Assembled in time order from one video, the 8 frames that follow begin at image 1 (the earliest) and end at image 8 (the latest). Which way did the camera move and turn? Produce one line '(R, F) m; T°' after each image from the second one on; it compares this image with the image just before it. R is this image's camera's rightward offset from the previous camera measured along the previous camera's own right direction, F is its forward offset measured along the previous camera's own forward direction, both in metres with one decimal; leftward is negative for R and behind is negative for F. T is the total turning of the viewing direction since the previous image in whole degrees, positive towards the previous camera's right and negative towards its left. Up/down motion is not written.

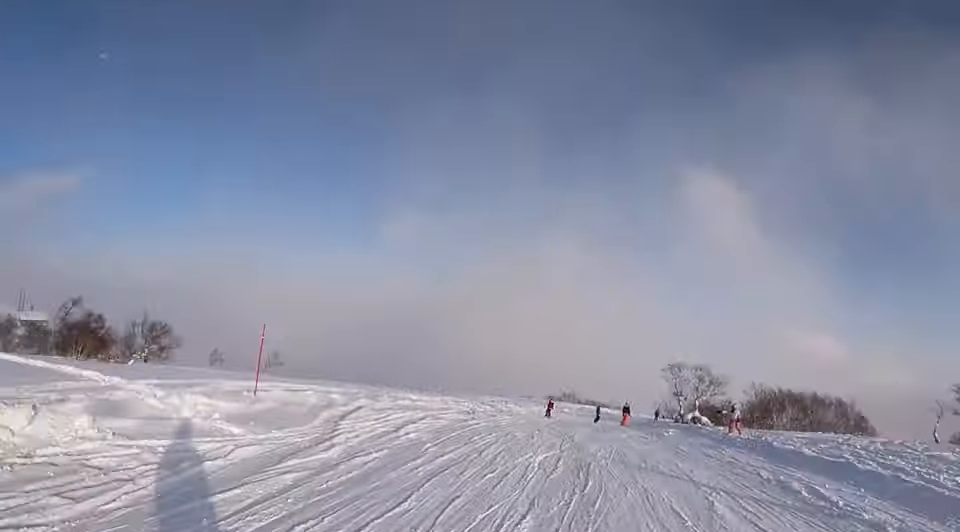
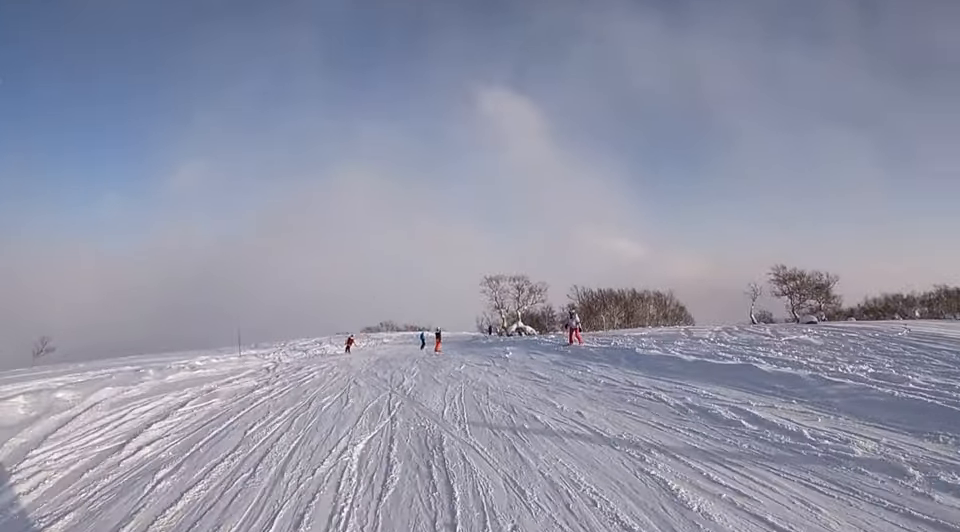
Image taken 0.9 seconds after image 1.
(0.0, +3.9) m; 0°
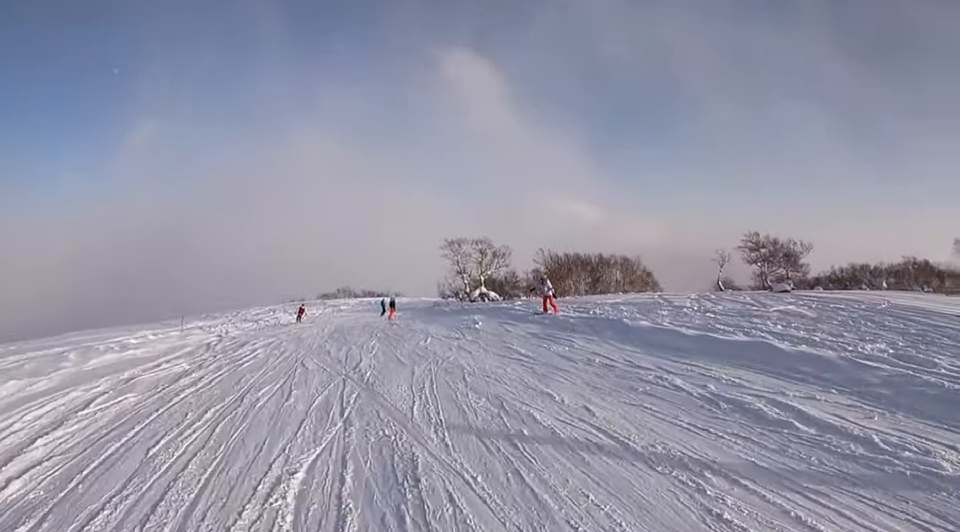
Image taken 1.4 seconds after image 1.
(0.0, +1.8) m; 0°
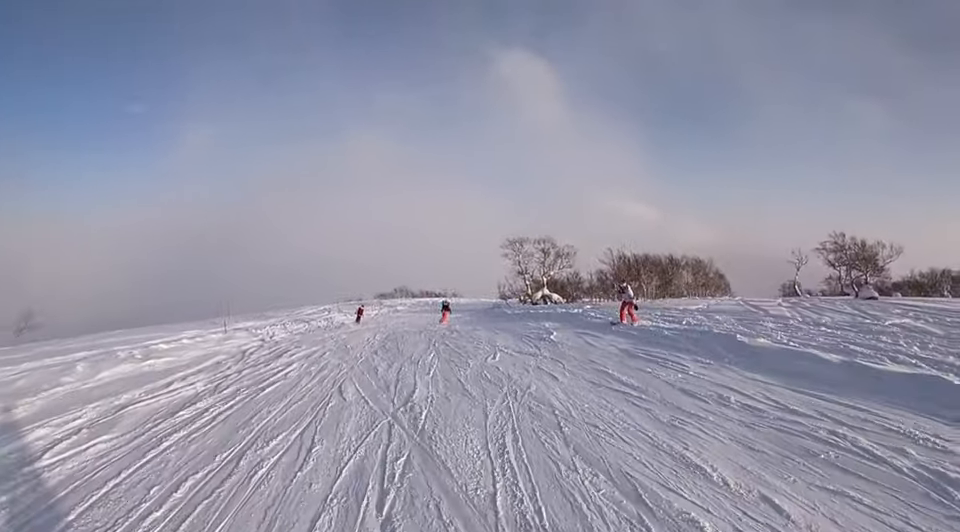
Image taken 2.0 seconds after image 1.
(0.0, +2.5) m; 0°
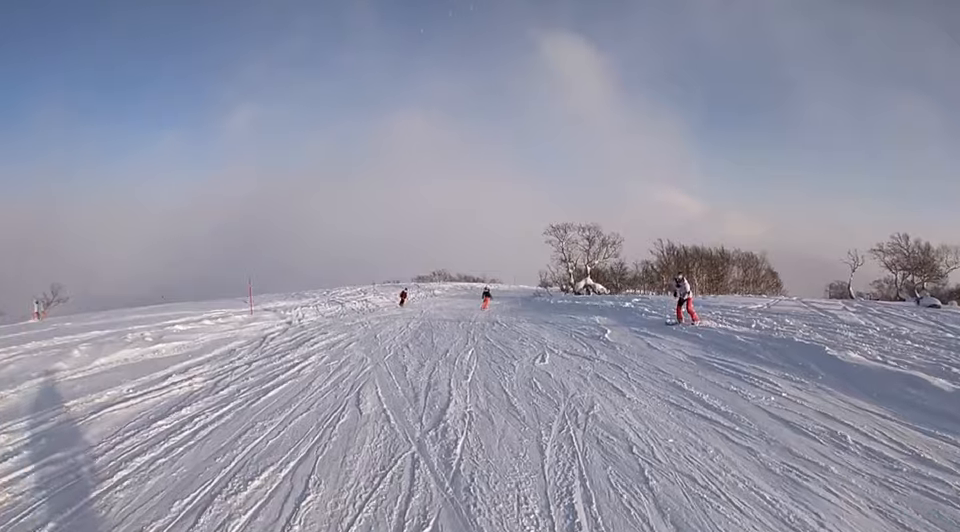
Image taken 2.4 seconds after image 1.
(0.0, +1.6) m; 0°
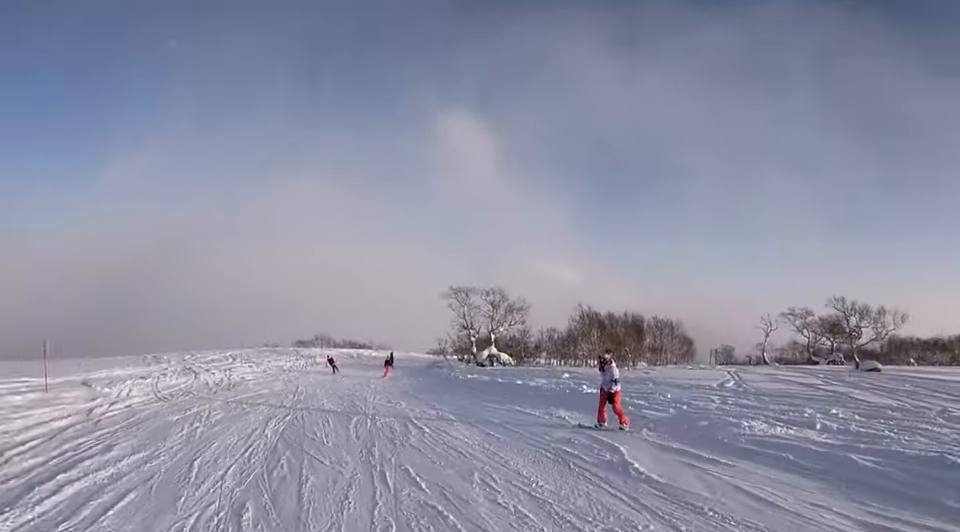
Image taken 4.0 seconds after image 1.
(0.0, +6.5) m; 0°
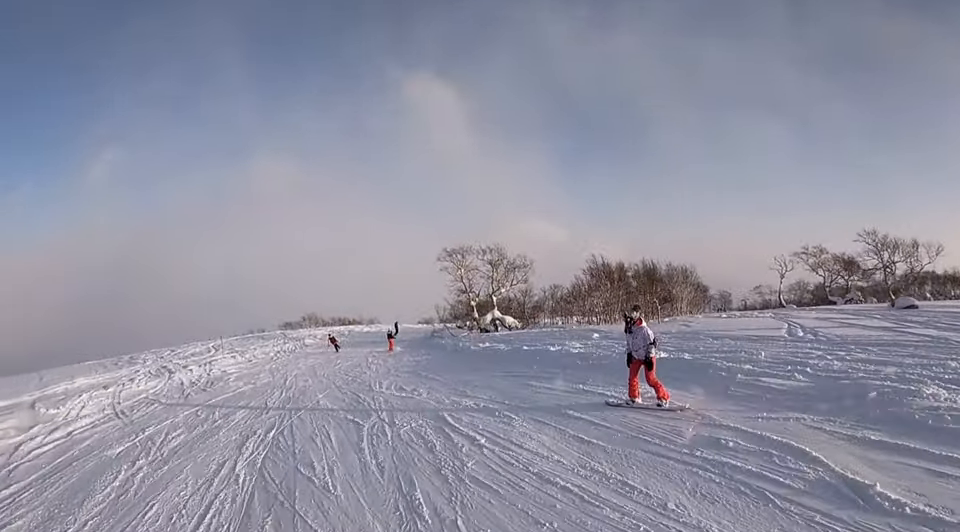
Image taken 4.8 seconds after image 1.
(0.0, +3.7) m; 0°
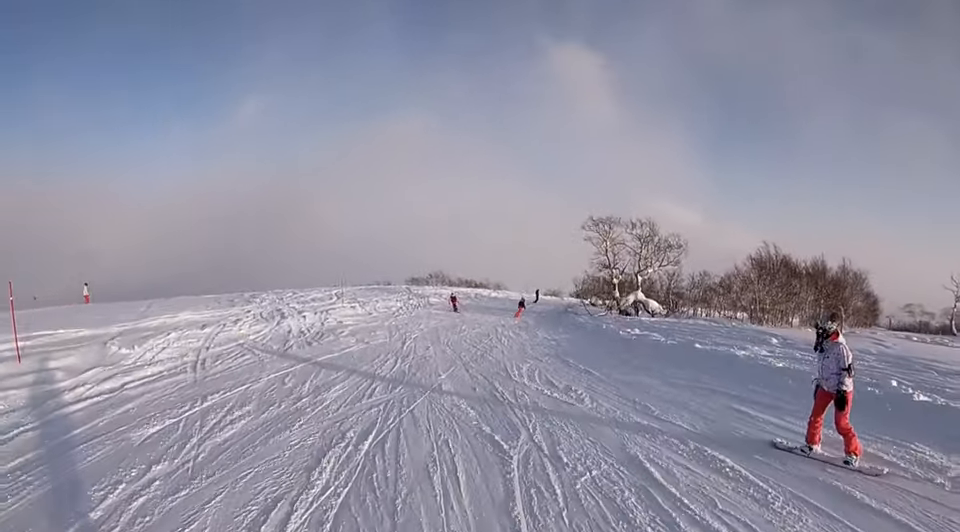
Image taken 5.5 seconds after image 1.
(0.0, +3.5) m; -2°
